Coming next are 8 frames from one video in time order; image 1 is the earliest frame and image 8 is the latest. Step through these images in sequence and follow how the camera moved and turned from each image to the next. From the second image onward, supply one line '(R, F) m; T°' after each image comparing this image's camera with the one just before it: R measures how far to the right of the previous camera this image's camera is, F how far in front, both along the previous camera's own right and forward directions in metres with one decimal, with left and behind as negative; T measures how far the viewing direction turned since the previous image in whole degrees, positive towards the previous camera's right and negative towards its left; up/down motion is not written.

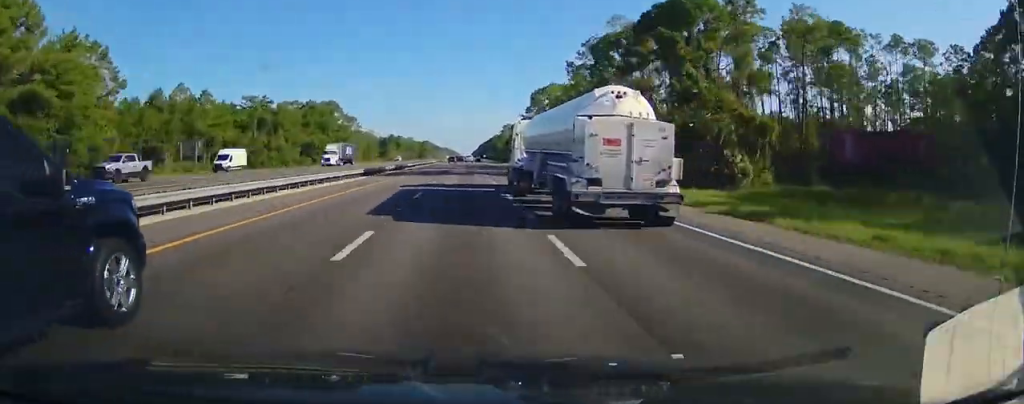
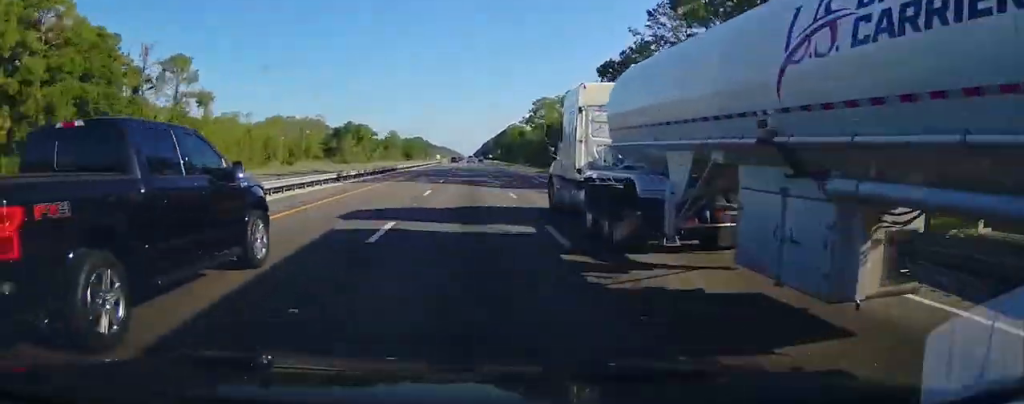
(+0.1, +131.5) m; 0°
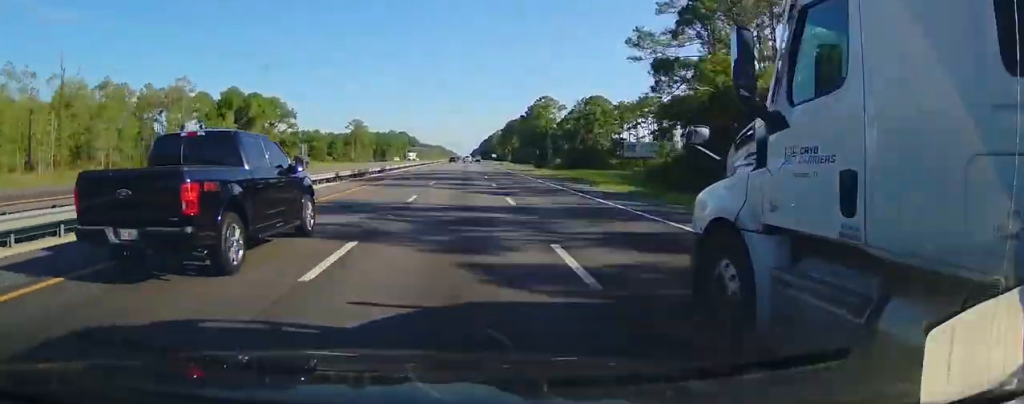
(0.0, +112.3) m; 0°
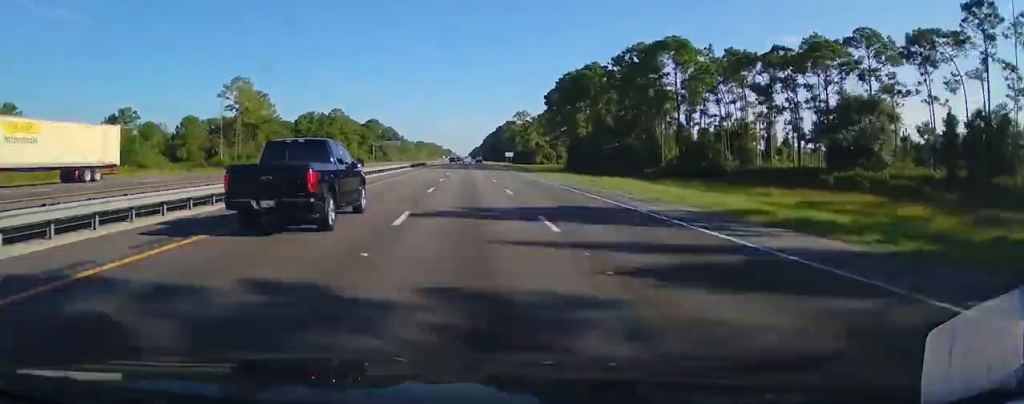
(+0.6, +140.2) m; 0°
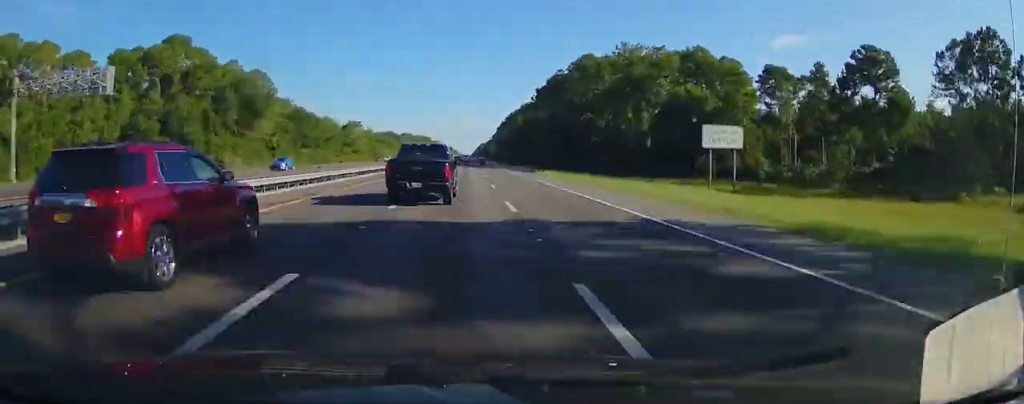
(-0.3, +214.9) m; 0°
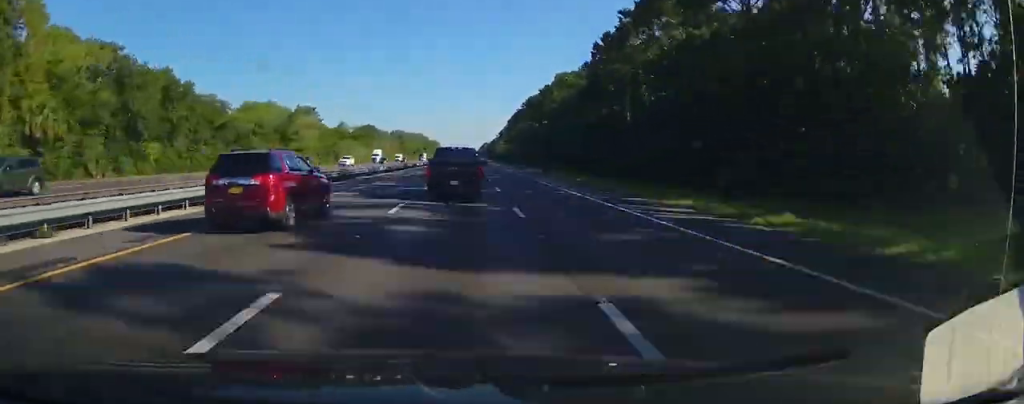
(-0.1, +74.6) m; 0°
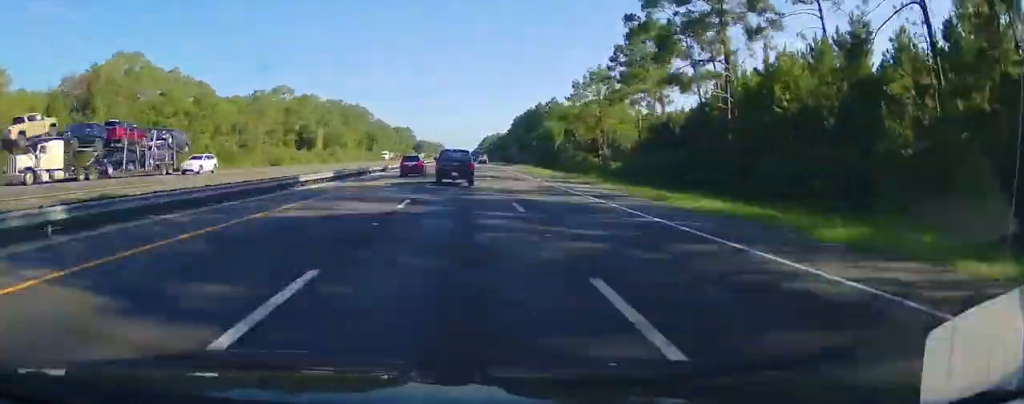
(0.0, +265.9) m; 0°
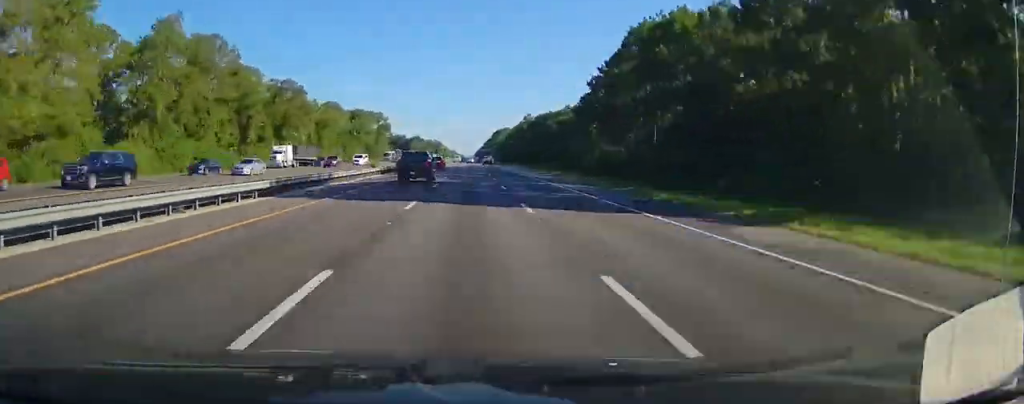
(-0.3, +144.5) m; 0°
